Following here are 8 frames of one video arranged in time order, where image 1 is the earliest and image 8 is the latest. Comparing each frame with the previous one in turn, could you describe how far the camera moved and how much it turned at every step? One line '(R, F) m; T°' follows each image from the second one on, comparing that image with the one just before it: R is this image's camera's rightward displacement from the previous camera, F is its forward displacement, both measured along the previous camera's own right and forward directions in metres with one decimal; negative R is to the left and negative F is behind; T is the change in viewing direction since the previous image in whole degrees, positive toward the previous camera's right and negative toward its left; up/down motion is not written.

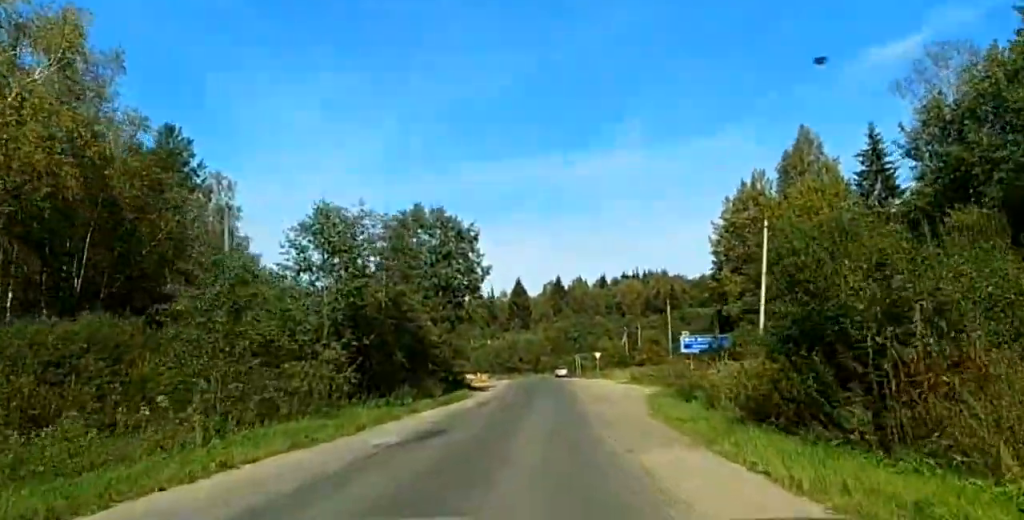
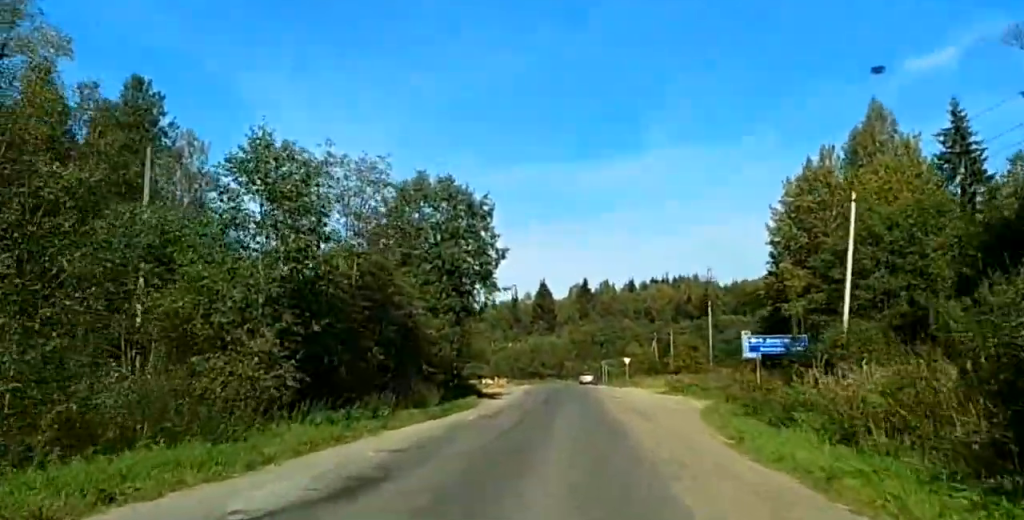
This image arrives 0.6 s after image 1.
(+0.3, +10.0) m; +2°
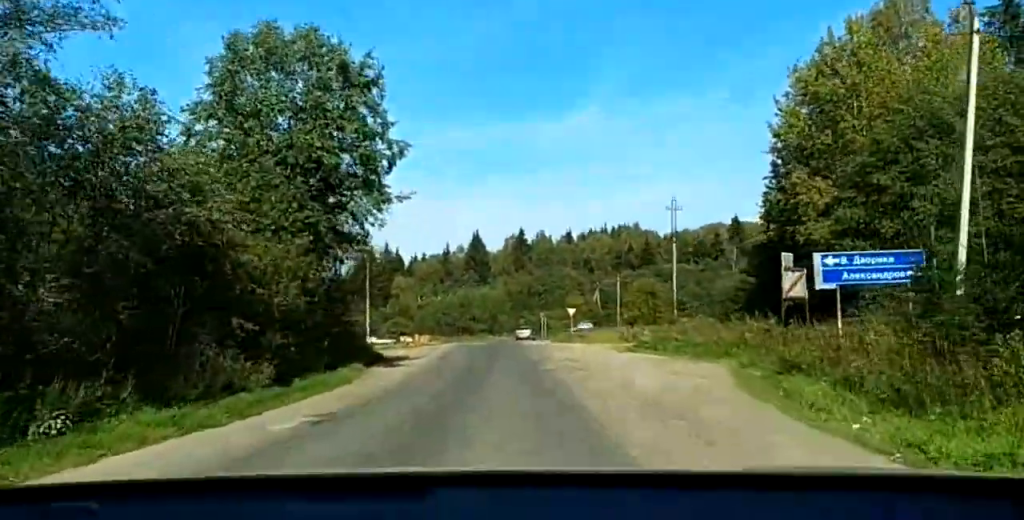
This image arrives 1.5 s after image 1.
(+0.4, +16.0) m; +1°
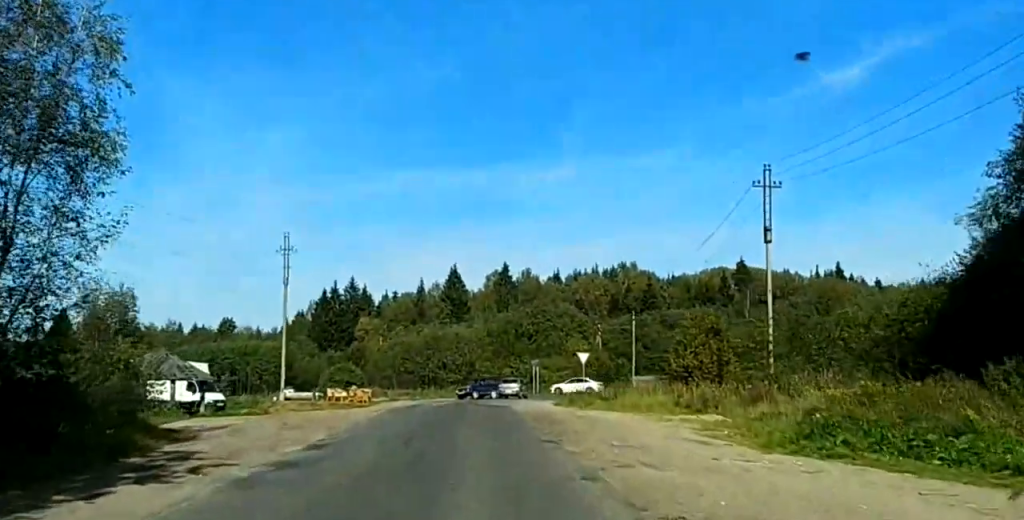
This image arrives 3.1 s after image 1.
(0.0, +26.3) m; +1°
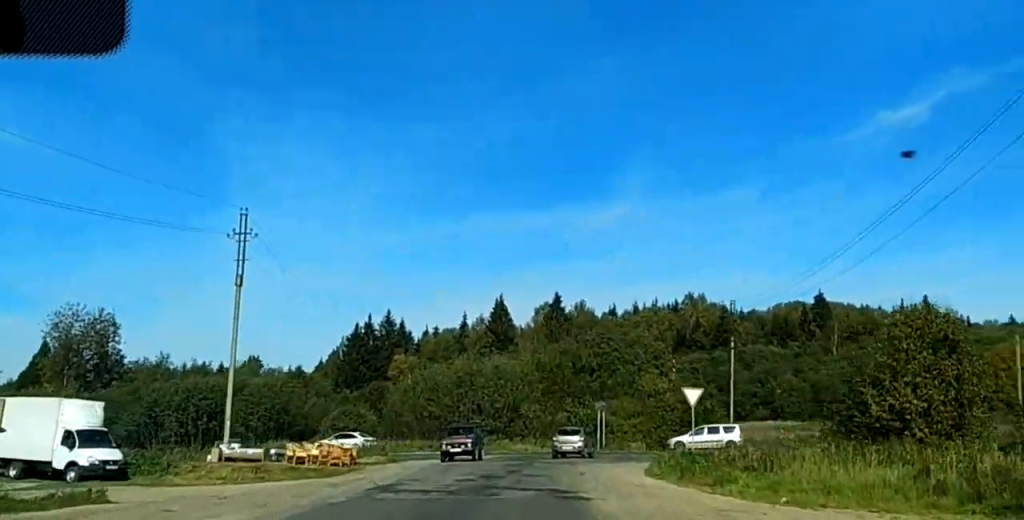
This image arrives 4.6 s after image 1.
(+0.5, +20.2) m; +1°
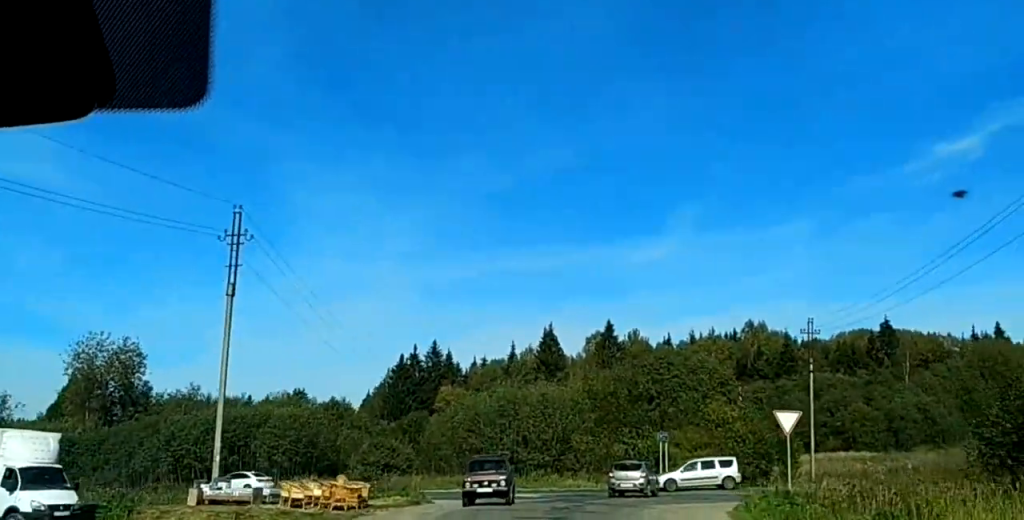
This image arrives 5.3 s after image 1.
(0.0, +7.1) m; -1°
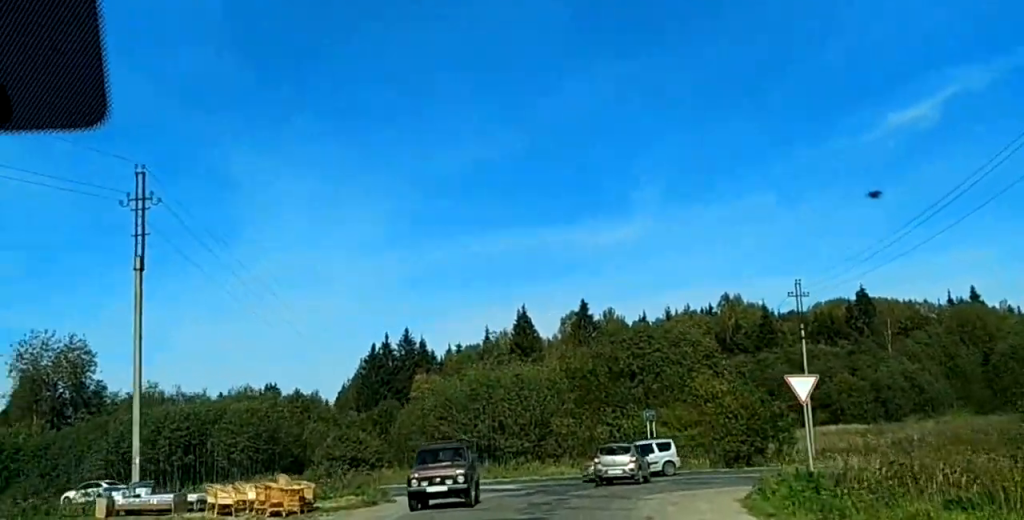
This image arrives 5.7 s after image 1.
(-0.1, +4.4) m; 0°
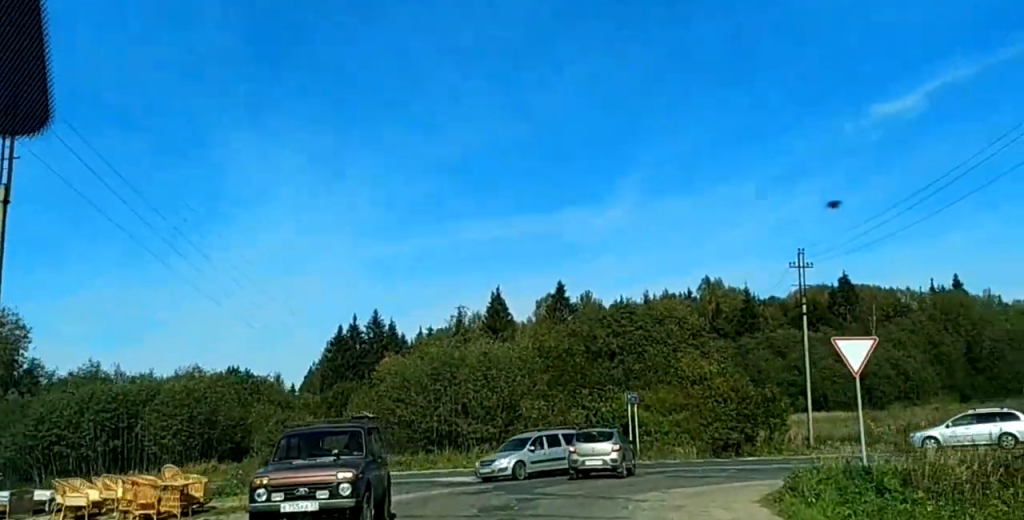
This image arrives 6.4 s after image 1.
(0.0, +5.4) m; 0°
